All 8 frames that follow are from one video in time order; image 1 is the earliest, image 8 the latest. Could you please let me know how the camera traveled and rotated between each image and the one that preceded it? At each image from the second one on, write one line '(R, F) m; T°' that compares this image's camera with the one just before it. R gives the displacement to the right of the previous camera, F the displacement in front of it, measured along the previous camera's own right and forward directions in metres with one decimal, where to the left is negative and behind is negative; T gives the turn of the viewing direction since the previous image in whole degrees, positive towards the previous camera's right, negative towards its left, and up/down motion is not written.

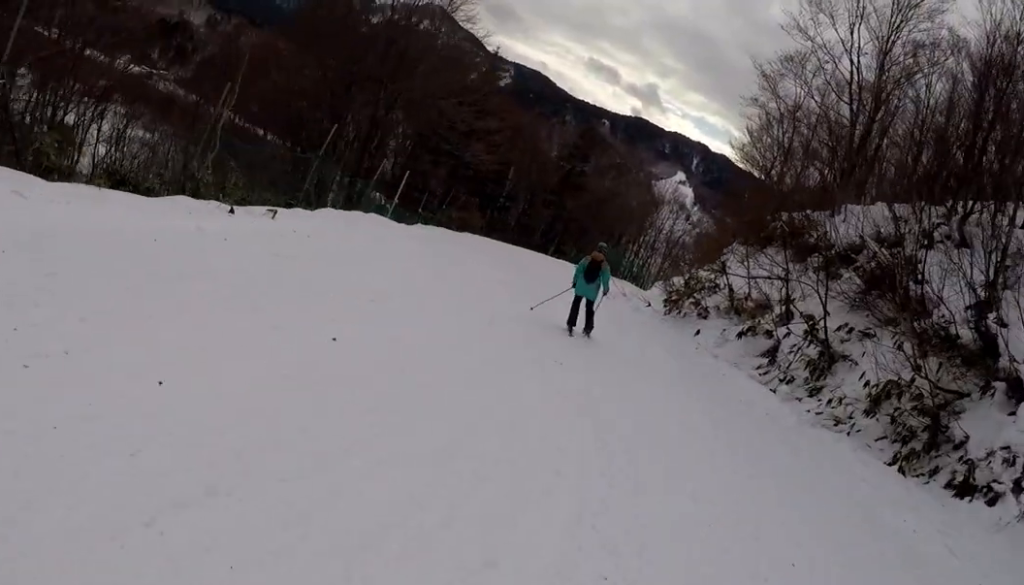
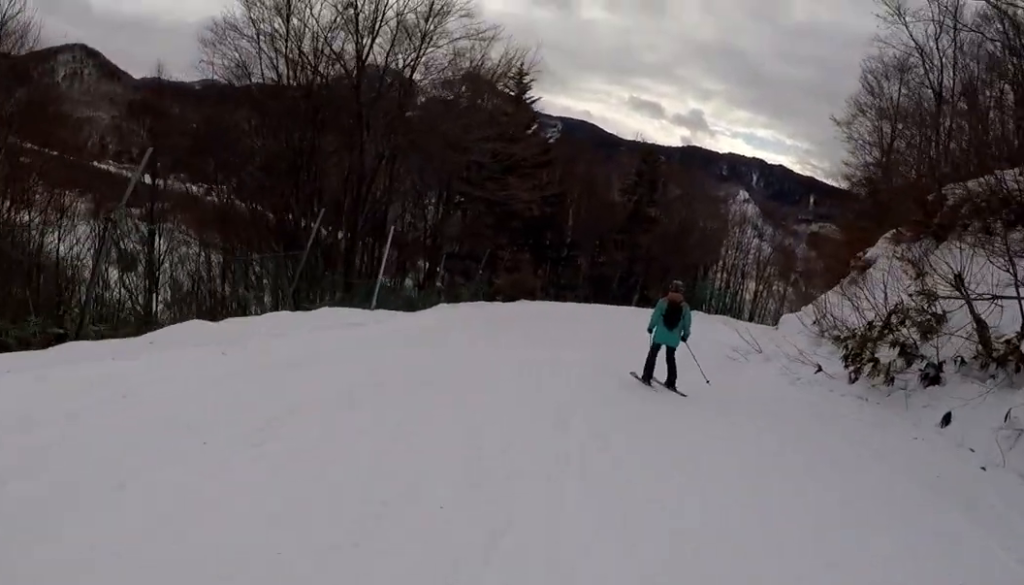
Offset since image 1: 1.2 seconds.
(+0.9, +8.2) m; +7°
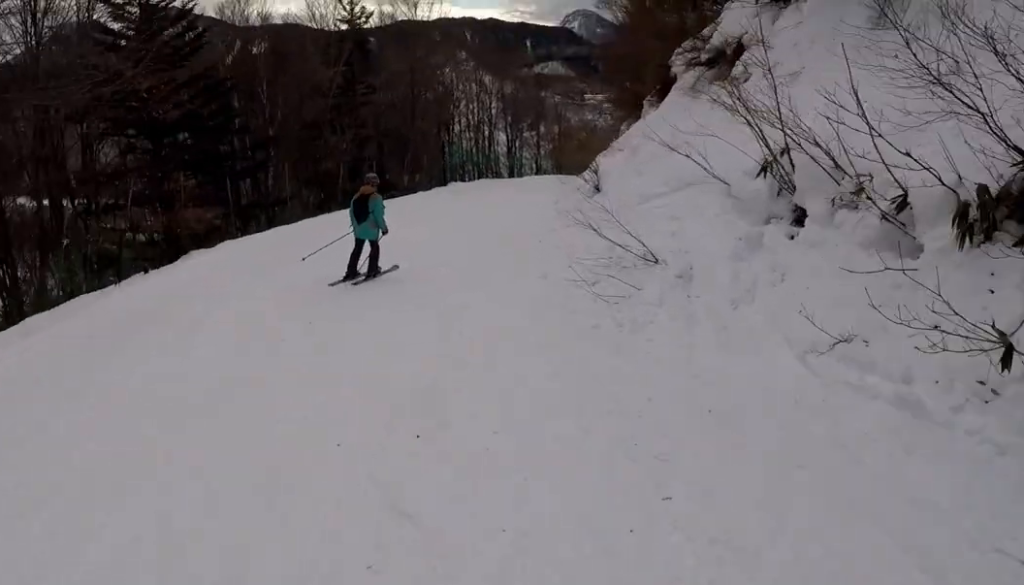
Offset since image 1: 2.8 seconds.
(+0.2, +10.3) m; +2°
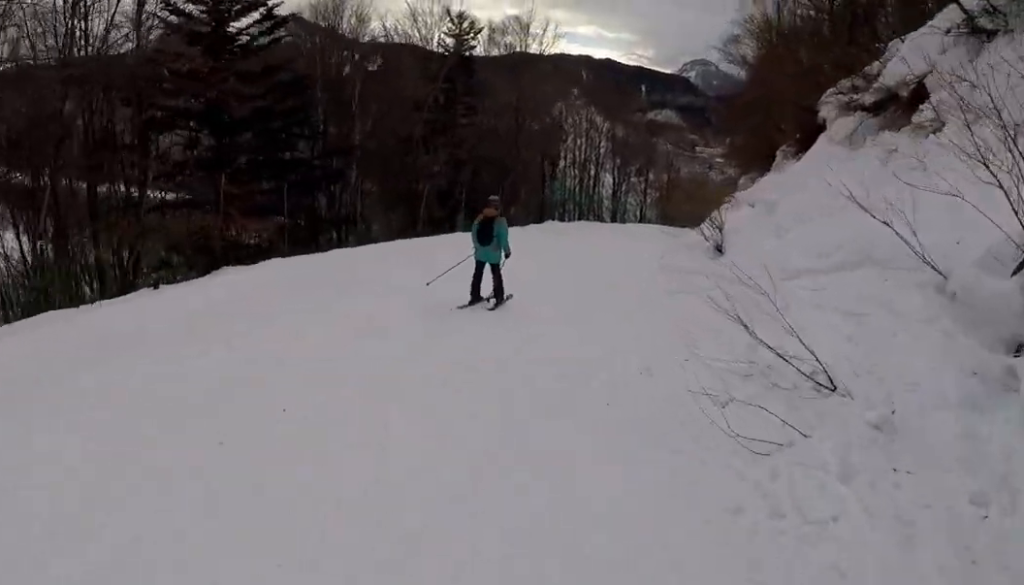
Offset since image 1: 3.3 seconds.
(0.0, +3.0) m; +4°
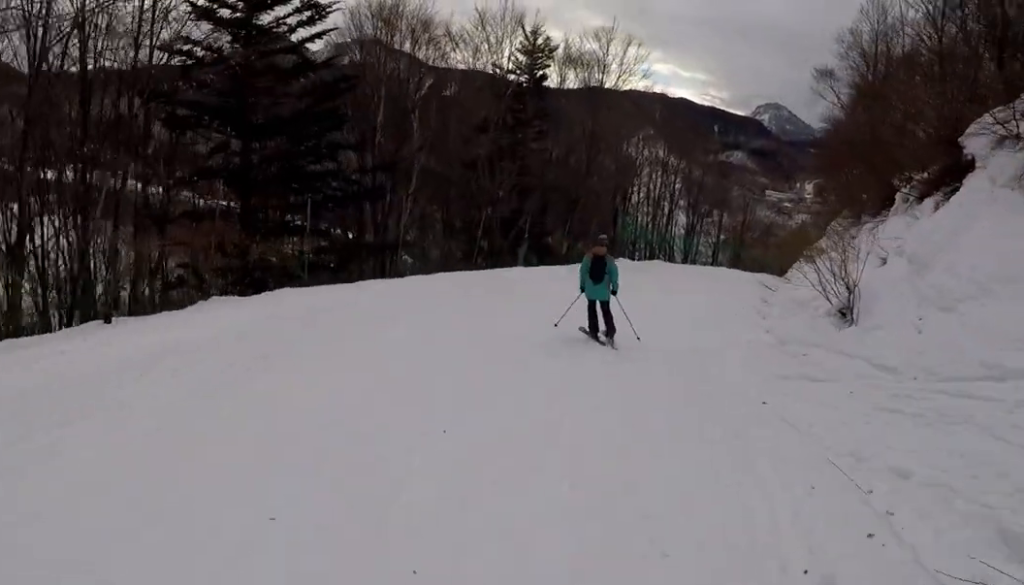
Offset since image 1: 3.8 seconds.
(-0.2, +3.3) m; +6°
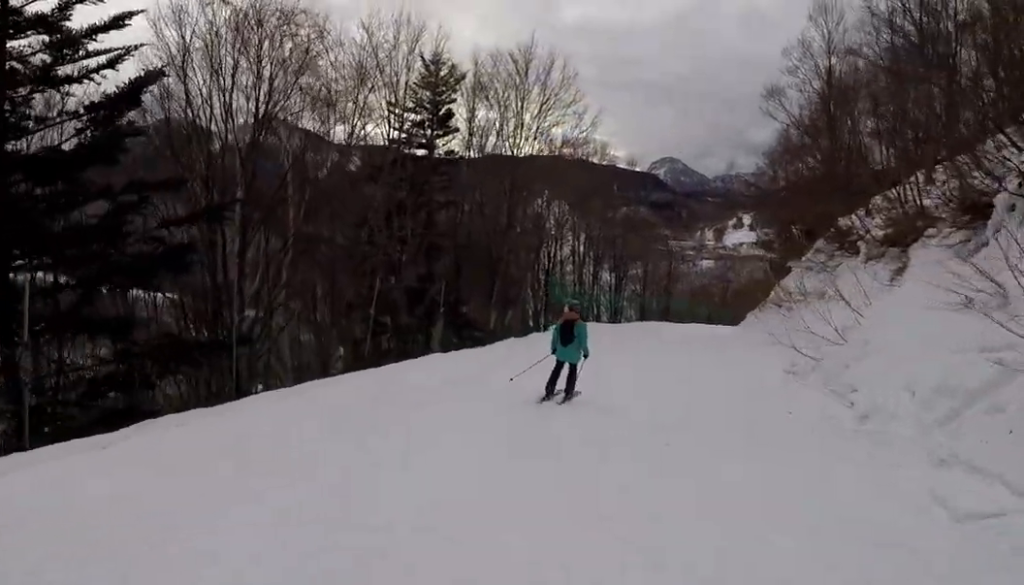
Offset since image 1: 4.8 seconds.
(+1.1, +7.1) m; +10°
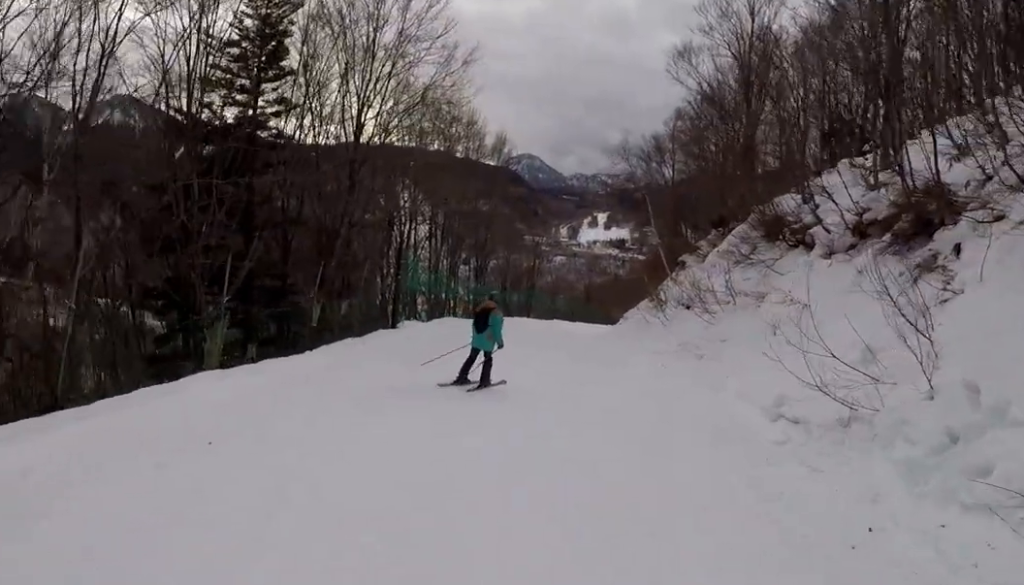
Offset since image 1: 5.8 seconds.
(0.0, +6.5) m; -2°
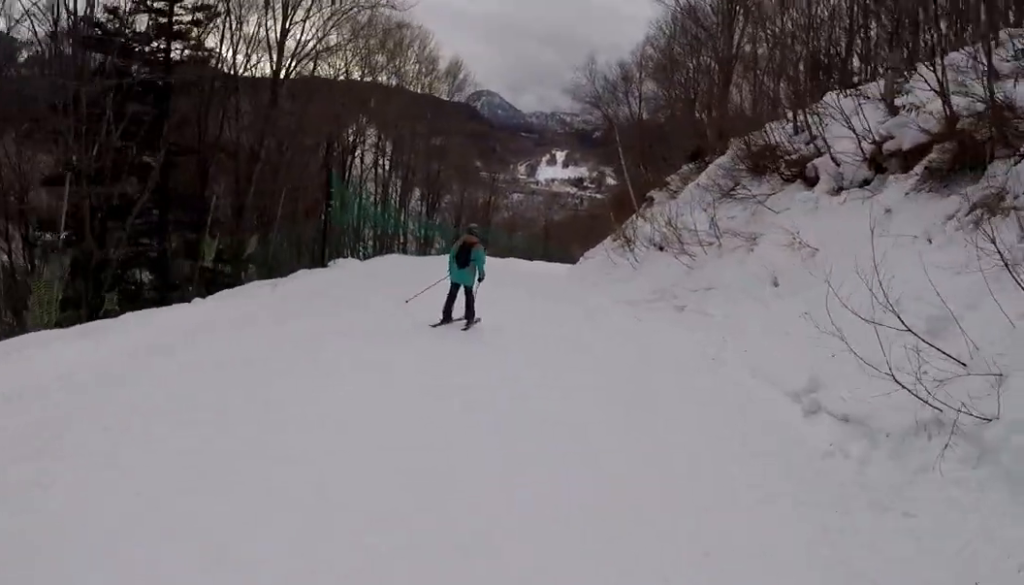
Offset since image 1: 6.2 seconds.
(-0.1, +3.2) m; -1°
